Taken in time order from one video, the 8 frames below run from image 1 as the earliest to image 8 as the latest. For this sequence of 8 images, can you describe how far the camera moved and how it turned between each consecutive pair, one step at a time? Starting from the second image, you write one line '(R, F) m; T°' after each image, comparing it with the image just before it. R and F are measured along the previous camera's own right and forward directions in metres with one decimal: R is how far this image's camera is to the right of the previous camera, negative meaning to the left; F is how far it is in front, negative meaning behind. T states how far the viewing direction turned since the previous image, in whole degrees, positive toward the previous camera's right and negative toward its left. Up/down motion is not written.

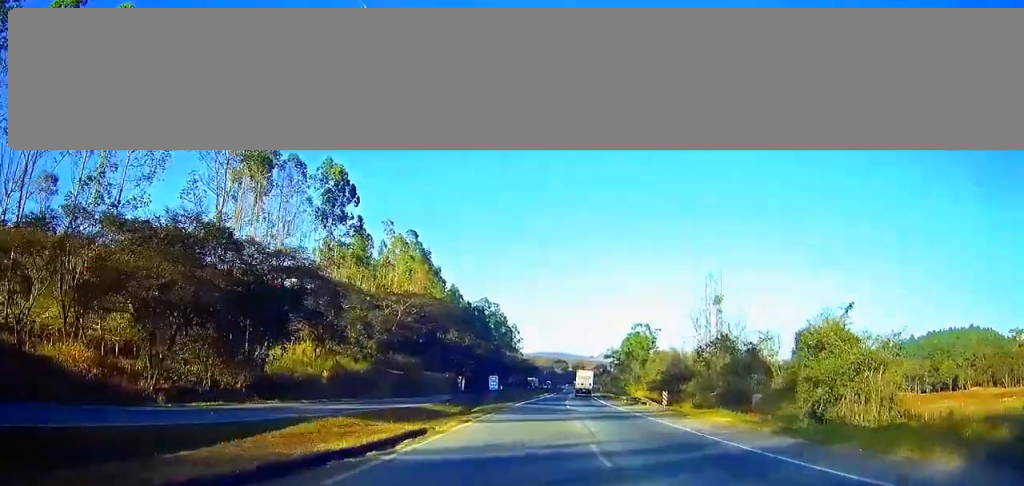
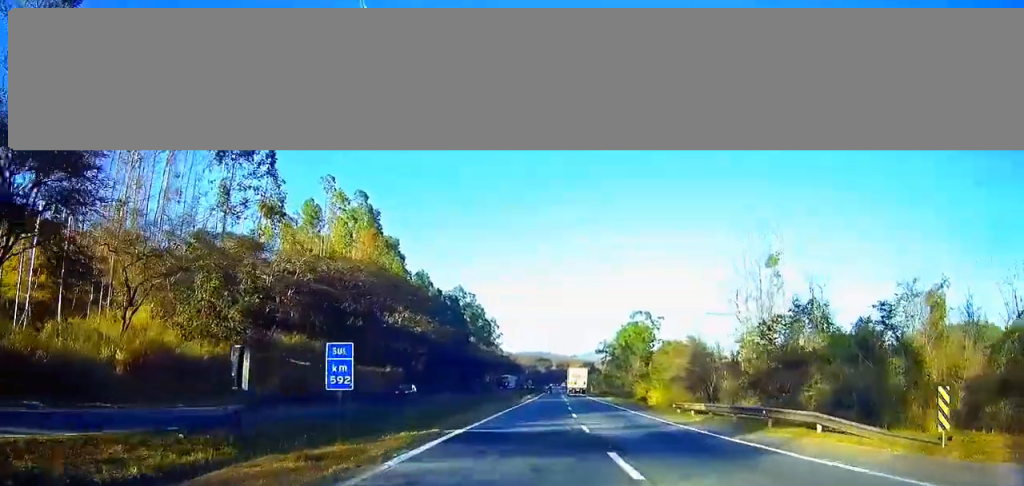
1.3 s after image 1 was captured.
(+0.4, +37.8) m; +1°
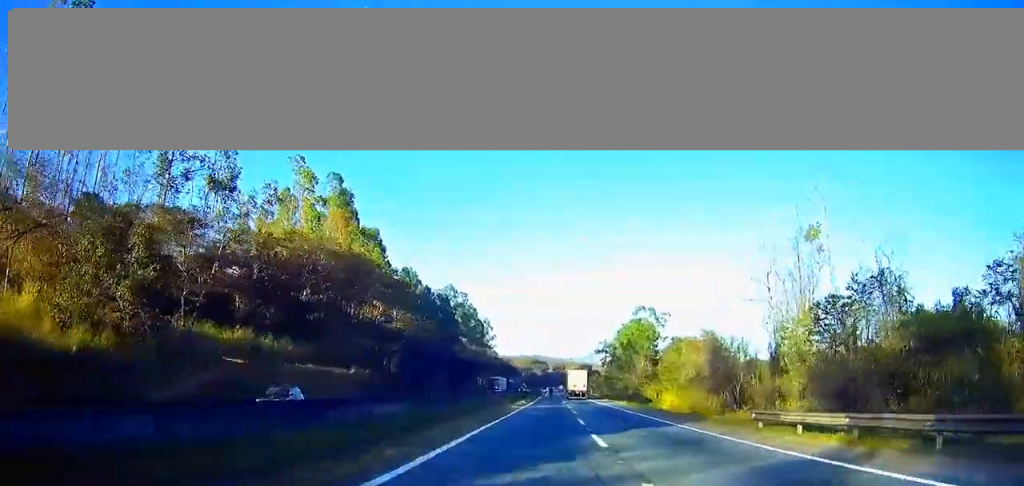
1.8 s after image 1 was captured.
(0.0, +15.5) m; +1°
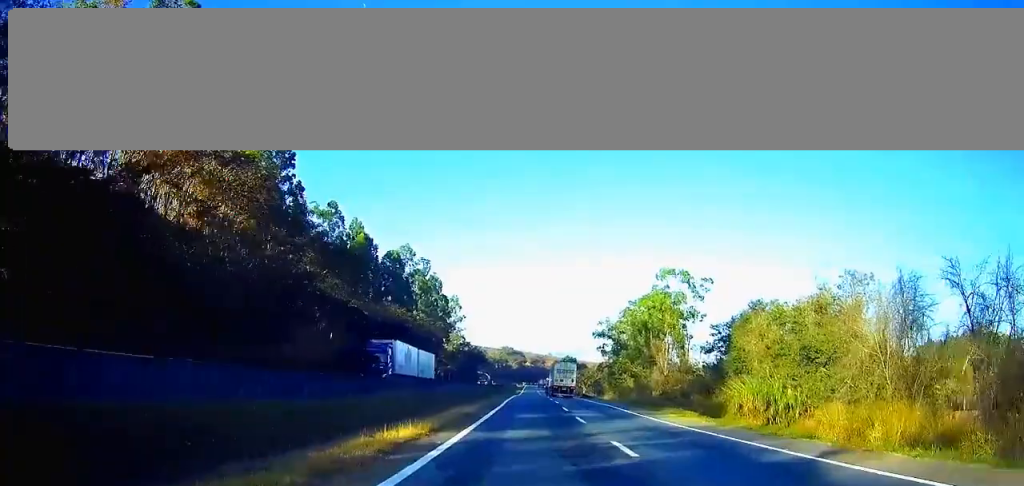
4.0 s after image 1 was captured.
(+0.9, +61.8) m; +1°
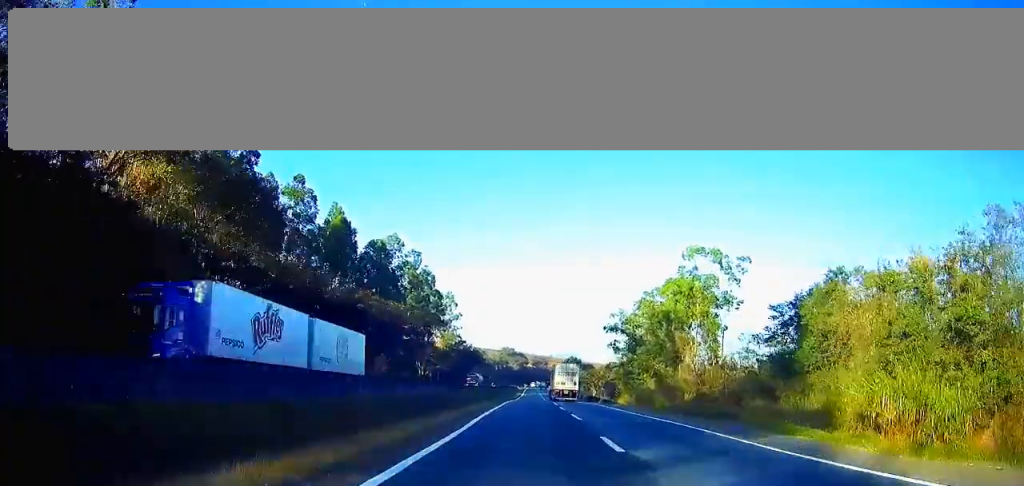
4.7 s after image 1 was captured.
(0.0, +22.5) m; 0°
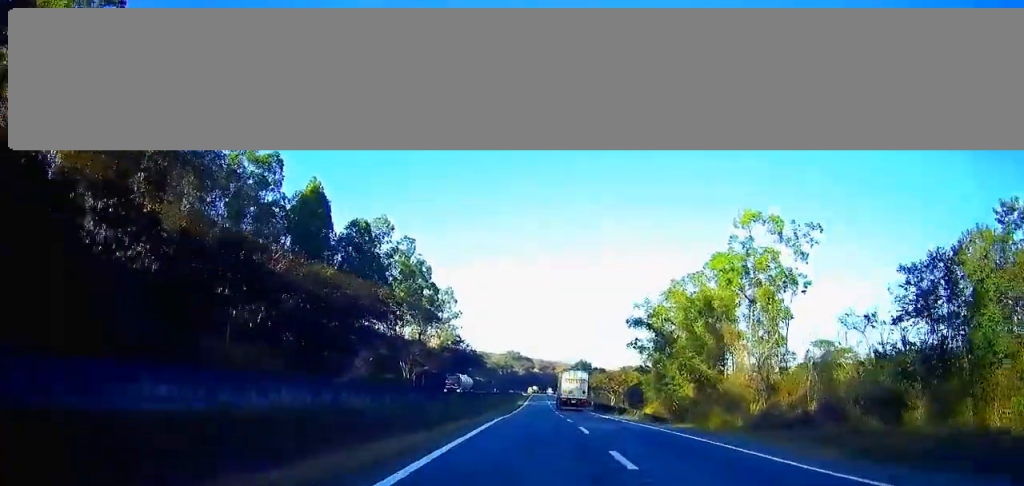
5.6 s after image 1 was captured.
(+0.2, +25.4) m; 0°
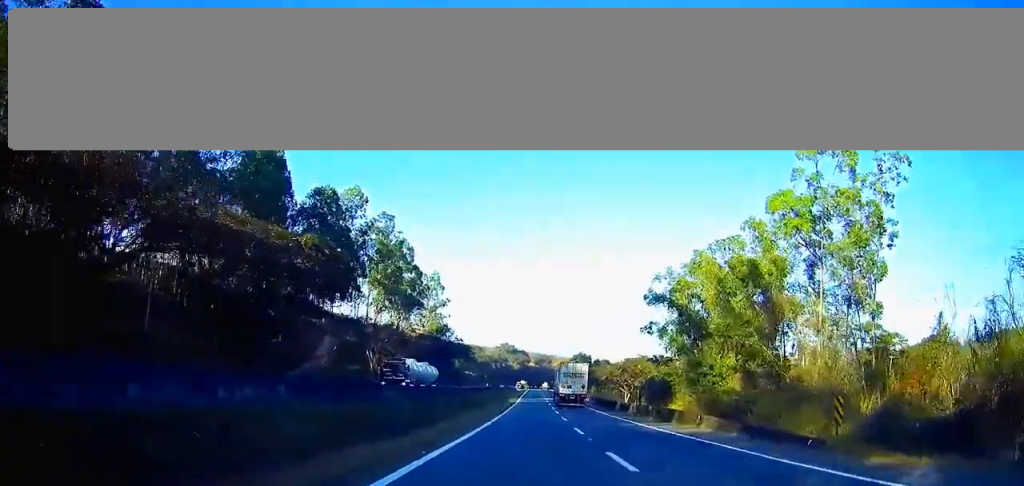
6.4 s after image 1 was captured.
(0.0, +23.2) m; 0°
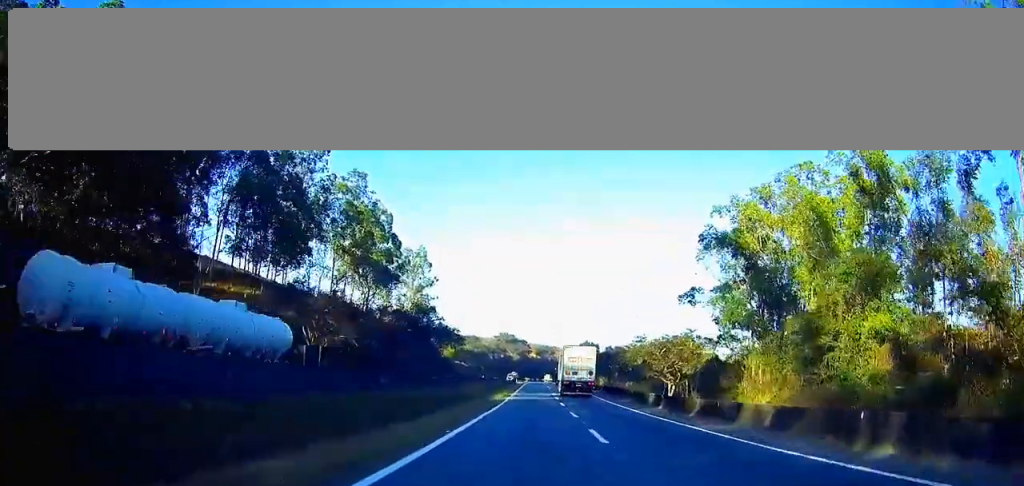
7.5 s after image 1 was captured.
(-0.2, +30.7) m; 0°
